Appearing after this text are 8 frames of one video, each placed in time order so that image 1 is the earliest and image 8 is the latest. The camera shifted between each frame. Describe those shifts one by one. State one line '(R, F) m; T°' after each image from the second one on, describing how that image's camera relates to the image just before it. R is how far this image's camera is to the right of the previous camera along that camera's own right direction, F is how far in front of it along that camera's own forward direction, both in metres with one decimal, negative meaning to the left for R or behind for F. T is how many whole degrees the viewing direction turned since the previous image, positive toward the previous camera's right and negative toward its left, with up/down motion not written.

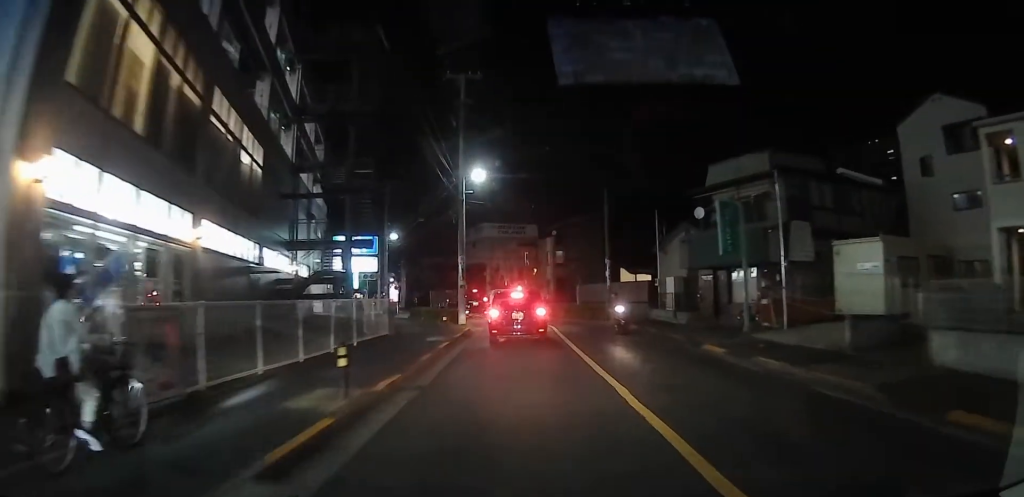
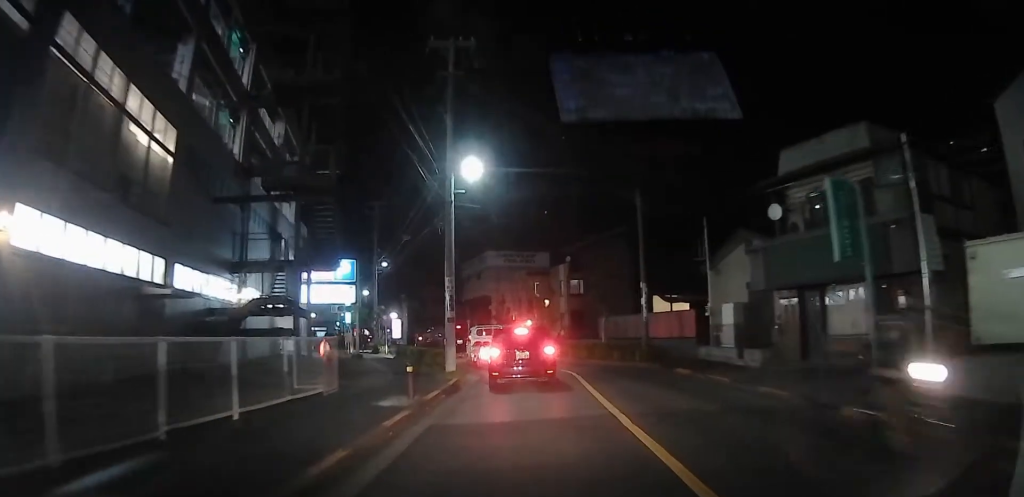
(-0.2, +7.3) m; +2°
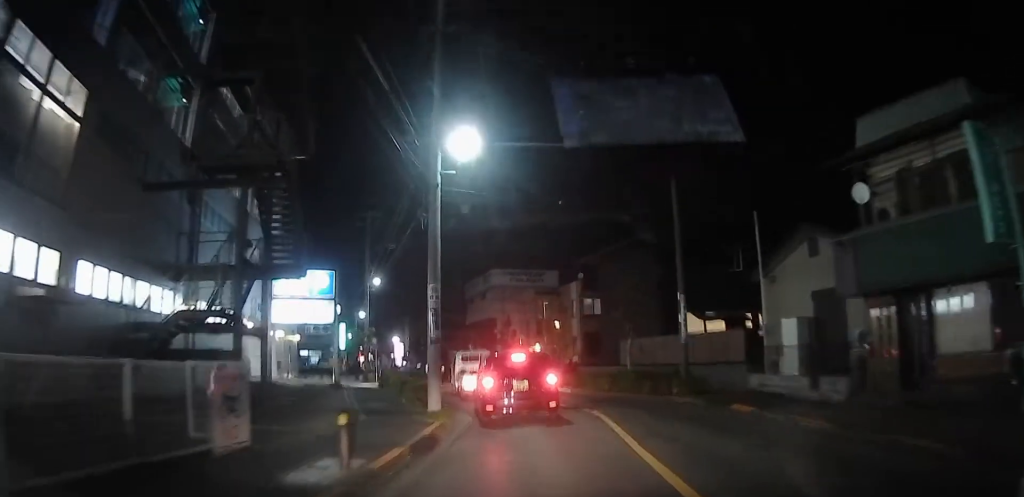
(+0.6, +4.8) m; -4°
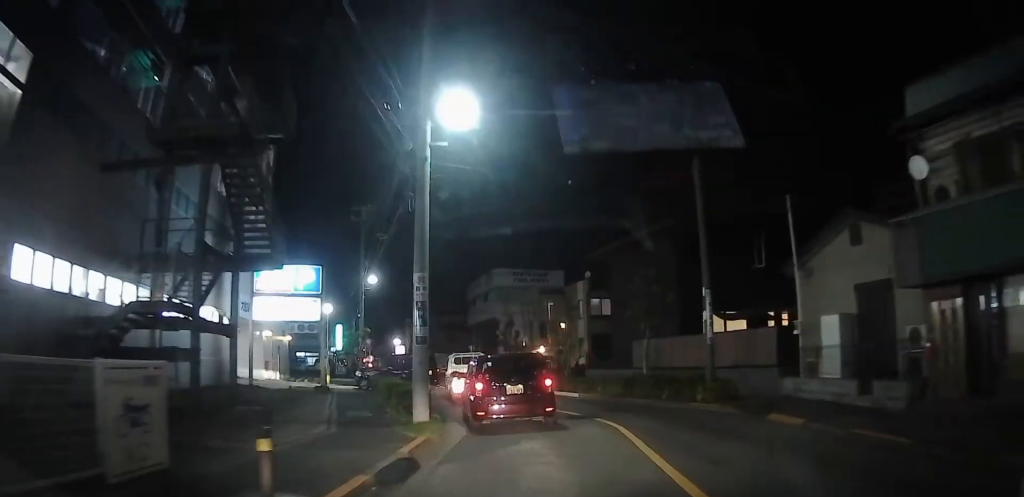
(-0.3, +2.6) m; -1°
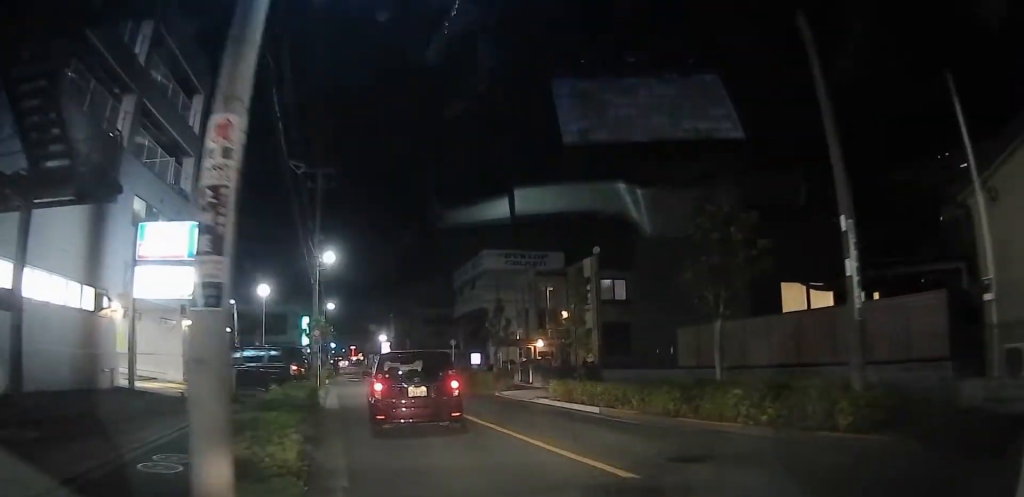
(-0.2, +10.3) m; 0°
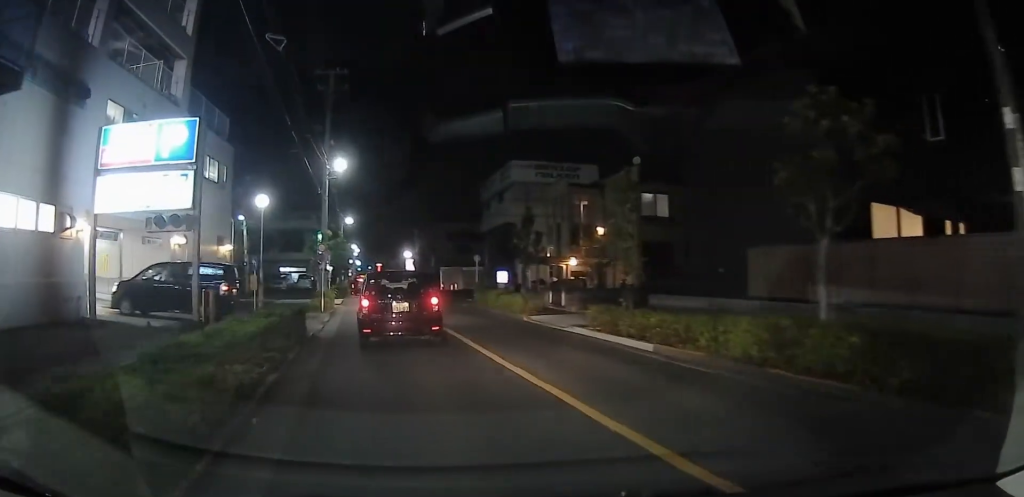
(-0.5, +3.9) m; 0°
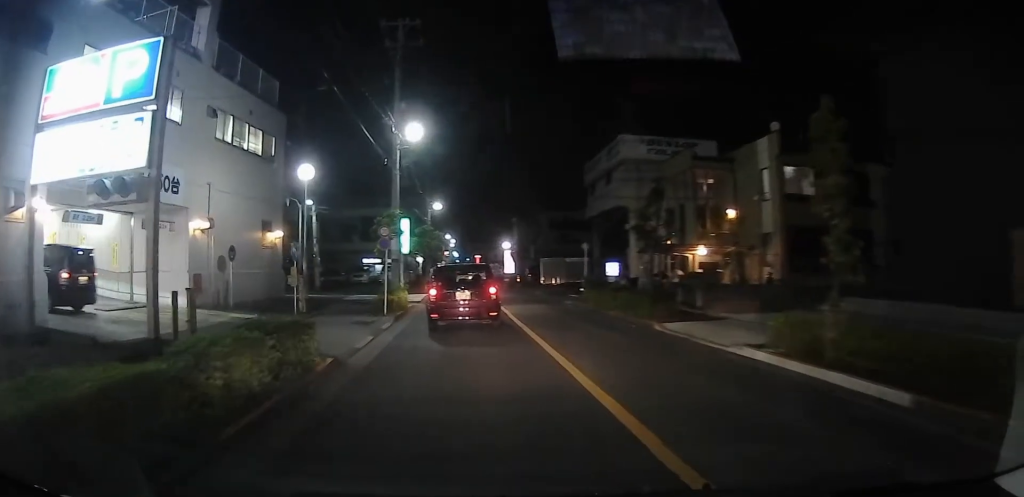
(+0.2, +6.0) m; -8°
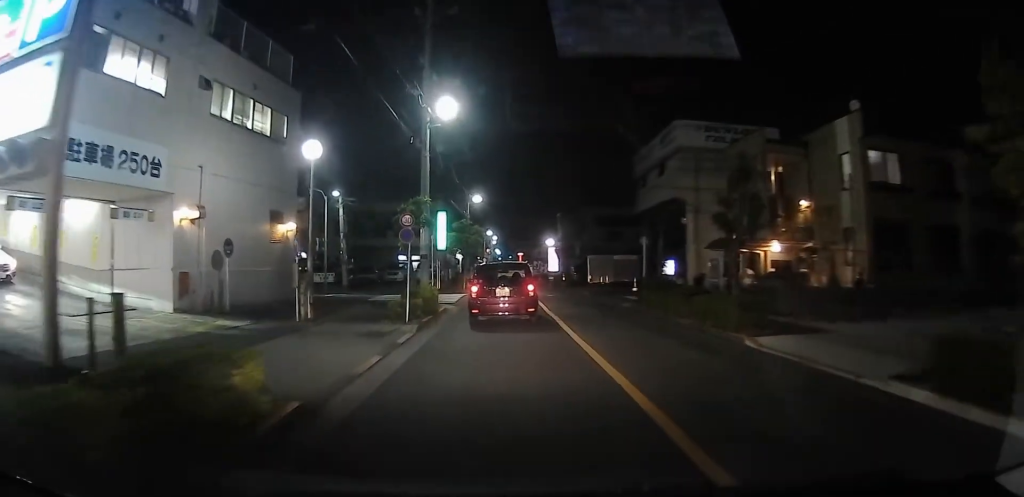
(-0.5, +3.6) m; -7°
